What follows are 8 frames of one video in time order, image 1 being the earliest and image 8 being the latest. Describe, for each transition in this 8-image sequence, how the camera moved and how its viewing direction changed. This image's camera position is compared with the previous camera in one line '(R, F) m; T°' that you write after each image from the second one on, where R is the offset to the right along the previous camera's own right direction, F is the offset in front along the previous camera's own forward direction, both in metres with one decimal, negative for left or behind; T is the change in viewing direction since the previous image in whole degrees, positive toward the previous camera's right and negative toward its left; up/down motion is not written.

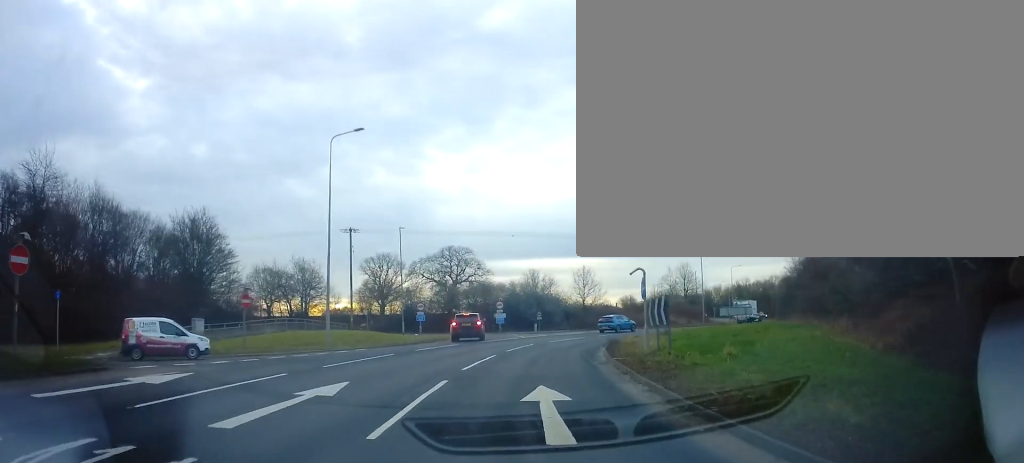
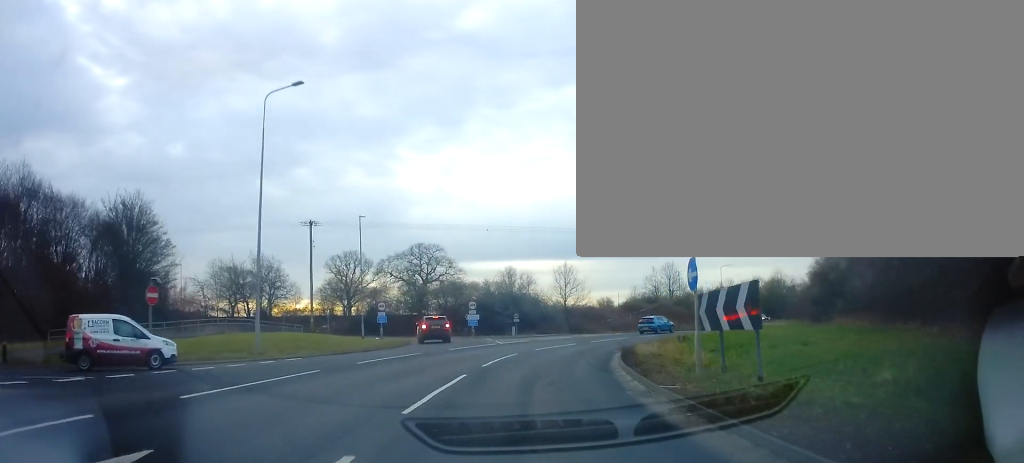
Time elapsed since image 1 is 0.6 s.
(+0.1, +6.8) m; +3°
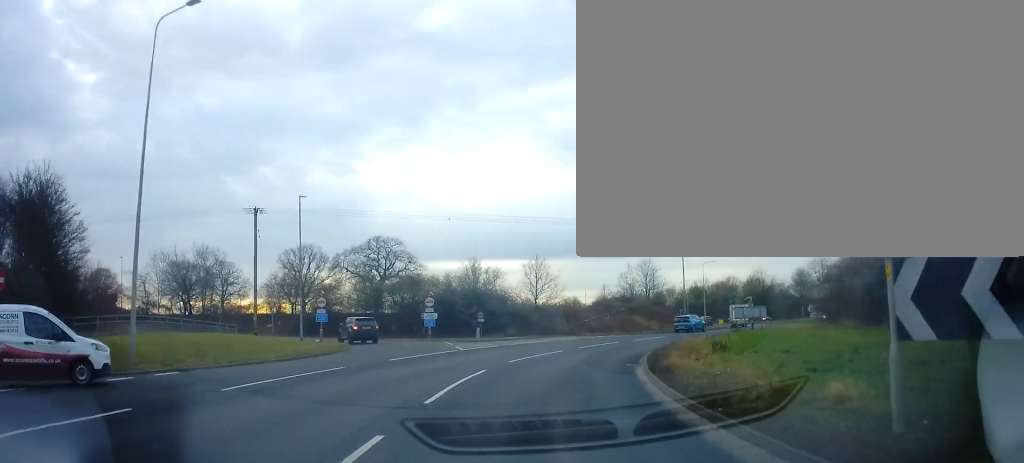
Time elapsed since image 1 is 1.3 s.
(+0.3, +7.4) m; +5°
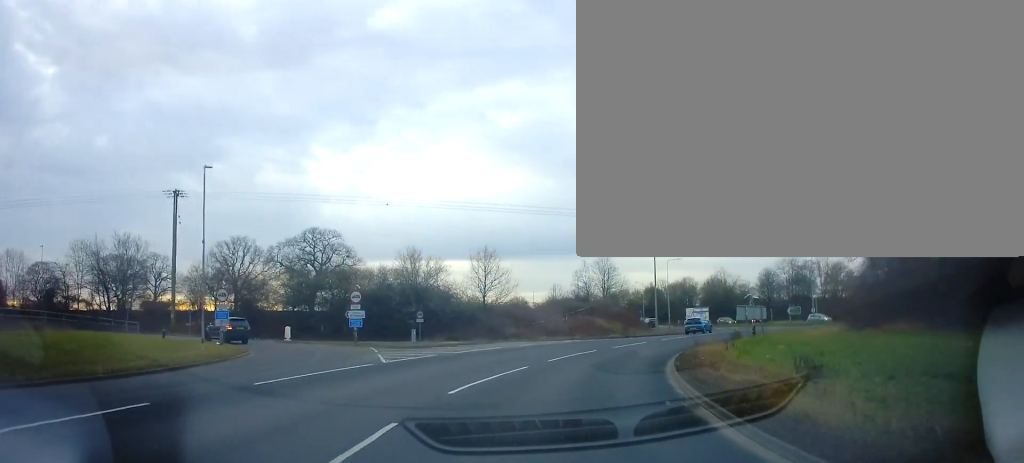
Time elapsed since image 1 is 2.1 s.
(+0.3, +7.7) m; +7°
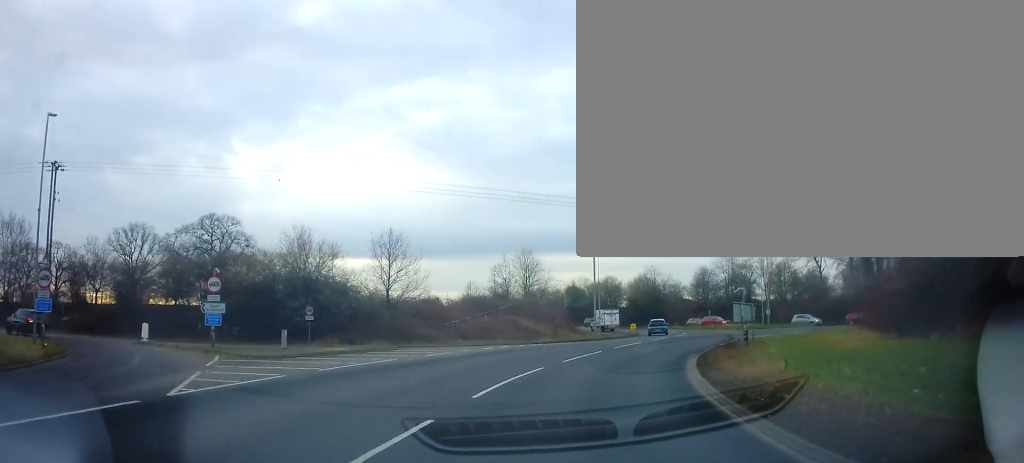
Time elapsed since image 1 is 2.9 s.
(+0.6, +8.8) m; +9°
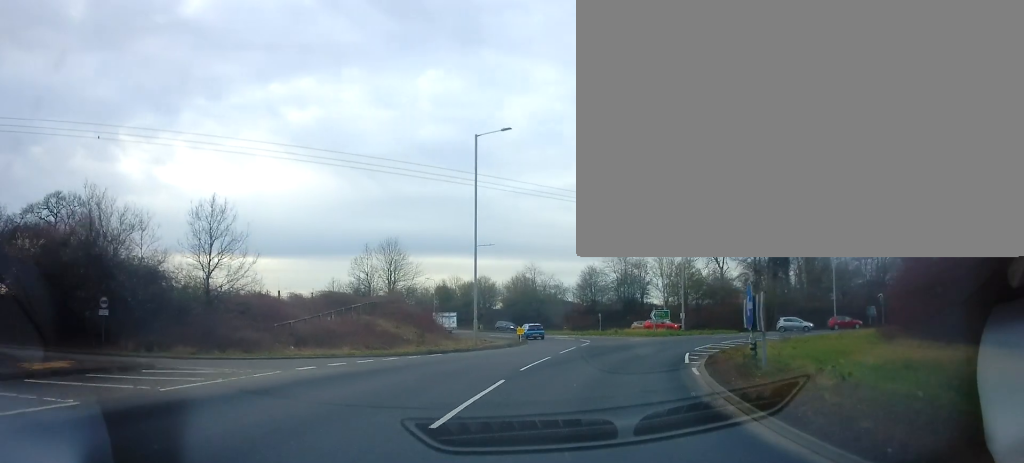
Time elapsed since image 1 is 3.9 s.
(+1.1, +10.9) m; +12°
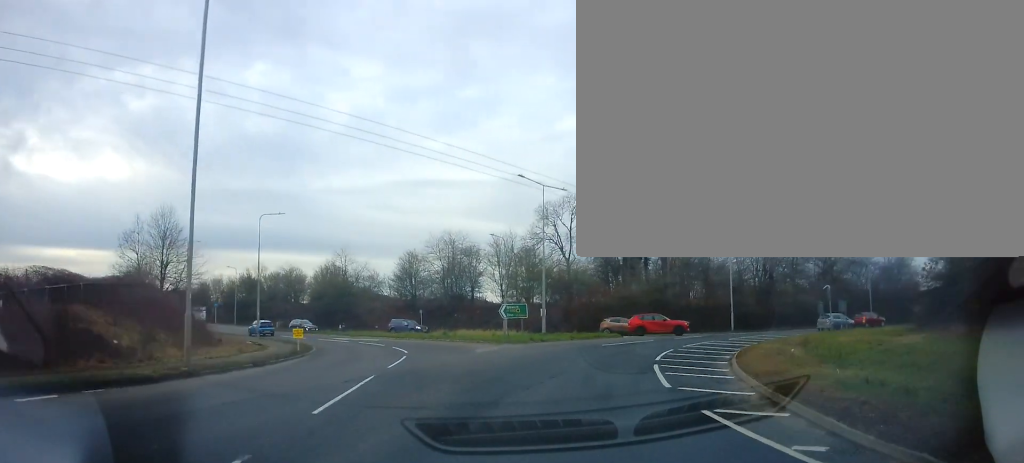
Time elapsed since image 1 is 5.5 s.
(+2.9, +15.9) m; +18°
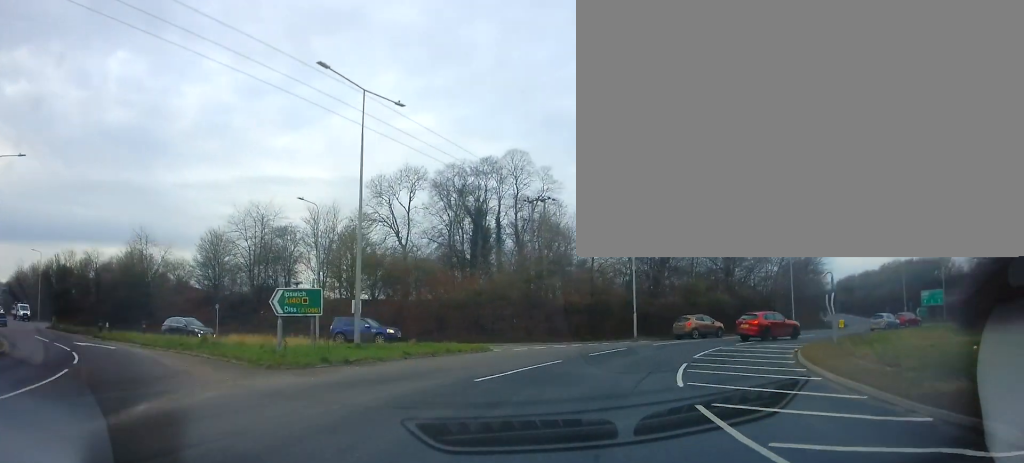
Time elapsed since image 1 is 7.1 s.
(+2.2, +15.8) m; +17°
